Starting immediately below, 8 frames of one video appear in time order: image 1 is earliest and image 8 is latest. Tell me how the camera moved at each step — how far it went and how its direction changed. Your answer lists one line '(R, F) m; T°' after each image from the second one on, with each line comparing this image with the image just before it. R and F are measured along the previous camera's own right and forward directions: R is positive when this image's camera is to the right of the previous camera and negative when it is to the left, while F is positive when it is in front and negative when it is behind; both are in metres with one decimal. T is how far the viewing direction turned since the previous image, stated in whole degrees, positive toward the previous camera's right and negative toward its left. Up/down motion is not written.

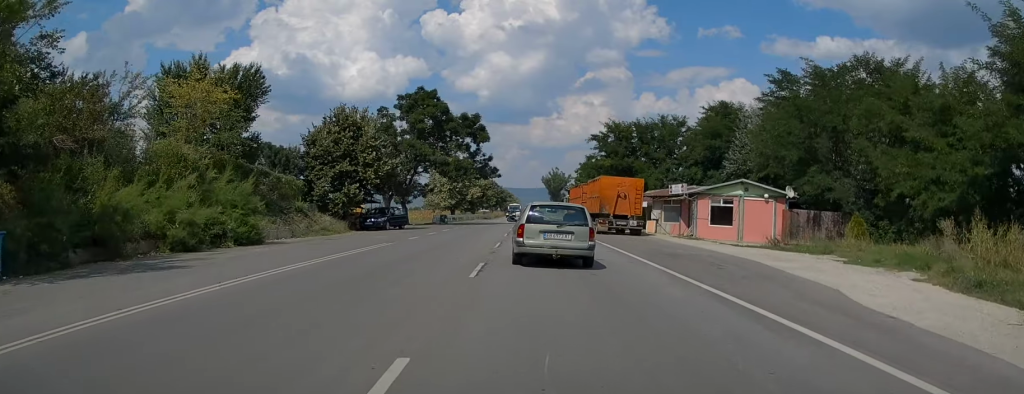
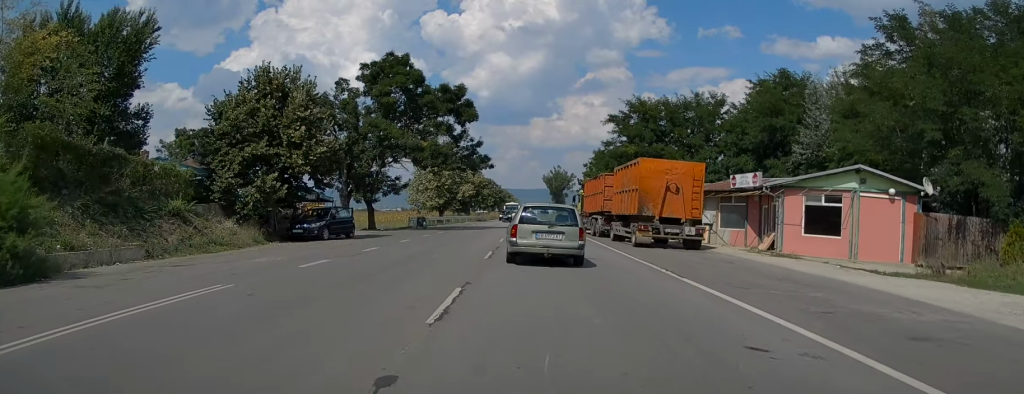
(+0.1, +13.4) m; 0°
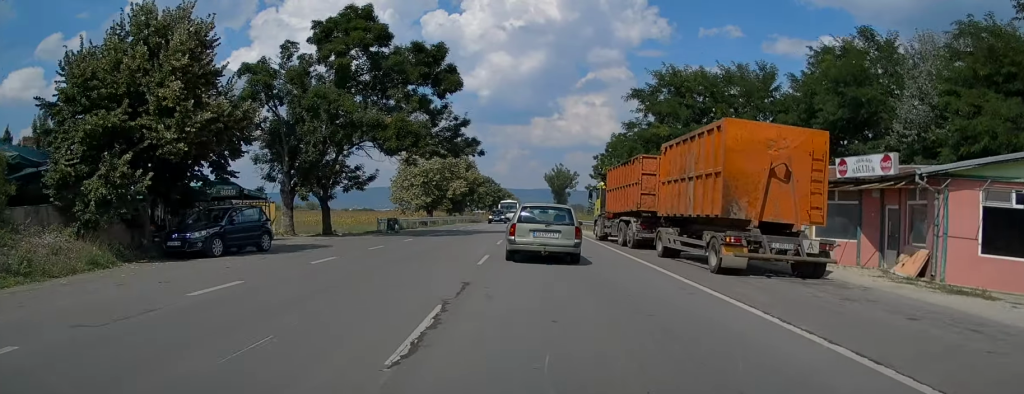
(0.0, +10.9) m; 0°
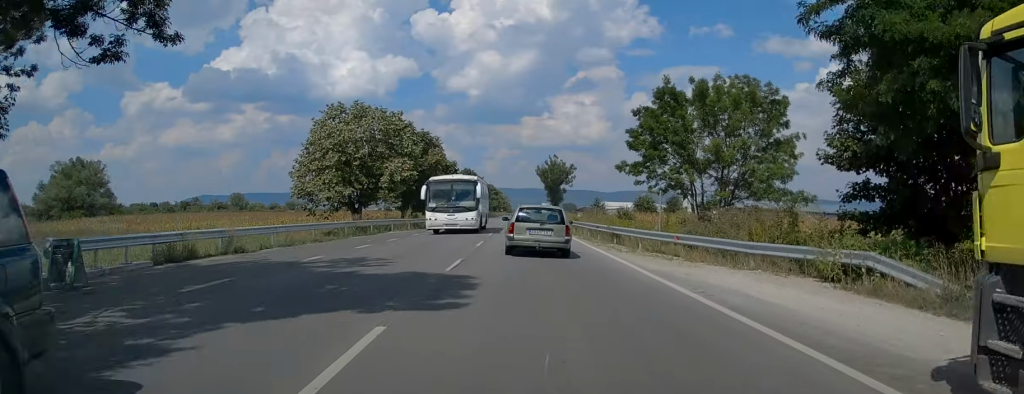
(+0.1, +28.1) m; 0°
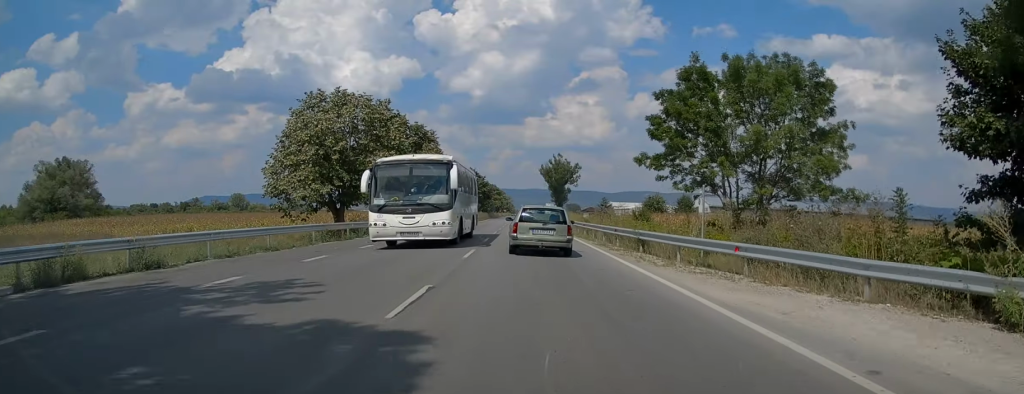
(0.0, +5.1) m; 0°
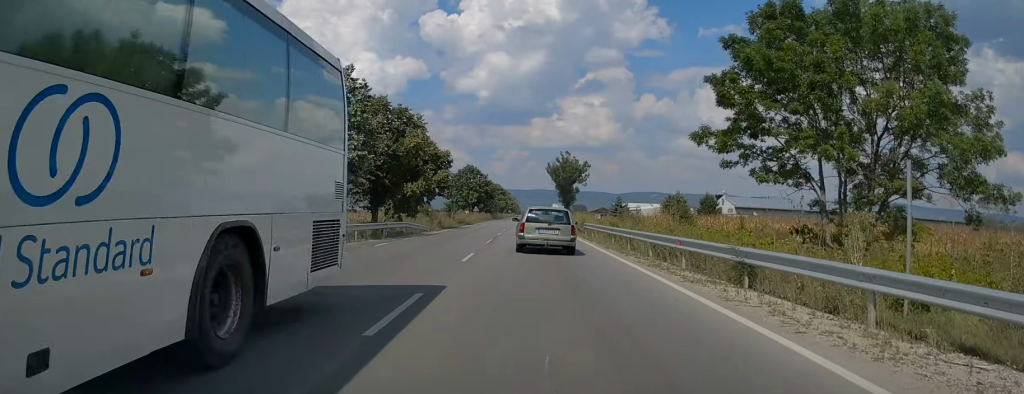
(0.0, +9.7) m; 0°
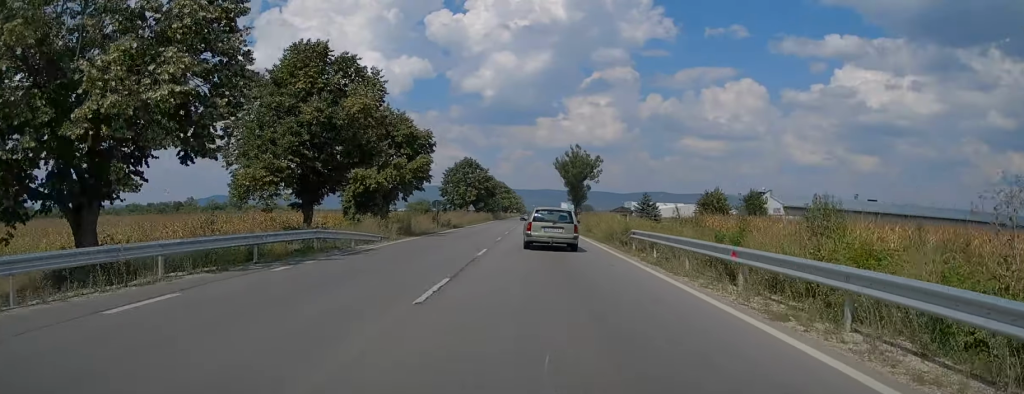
(0.0, +15.6) m; 0°
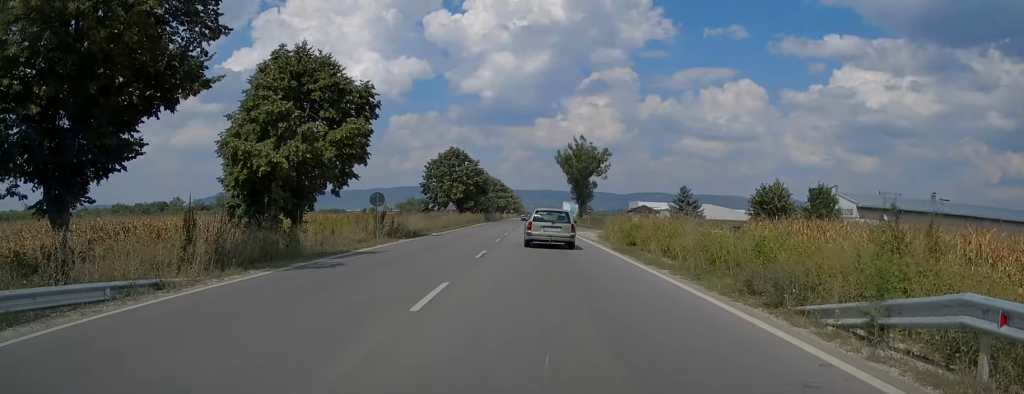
(-0.1, +18.3) m; -1°
